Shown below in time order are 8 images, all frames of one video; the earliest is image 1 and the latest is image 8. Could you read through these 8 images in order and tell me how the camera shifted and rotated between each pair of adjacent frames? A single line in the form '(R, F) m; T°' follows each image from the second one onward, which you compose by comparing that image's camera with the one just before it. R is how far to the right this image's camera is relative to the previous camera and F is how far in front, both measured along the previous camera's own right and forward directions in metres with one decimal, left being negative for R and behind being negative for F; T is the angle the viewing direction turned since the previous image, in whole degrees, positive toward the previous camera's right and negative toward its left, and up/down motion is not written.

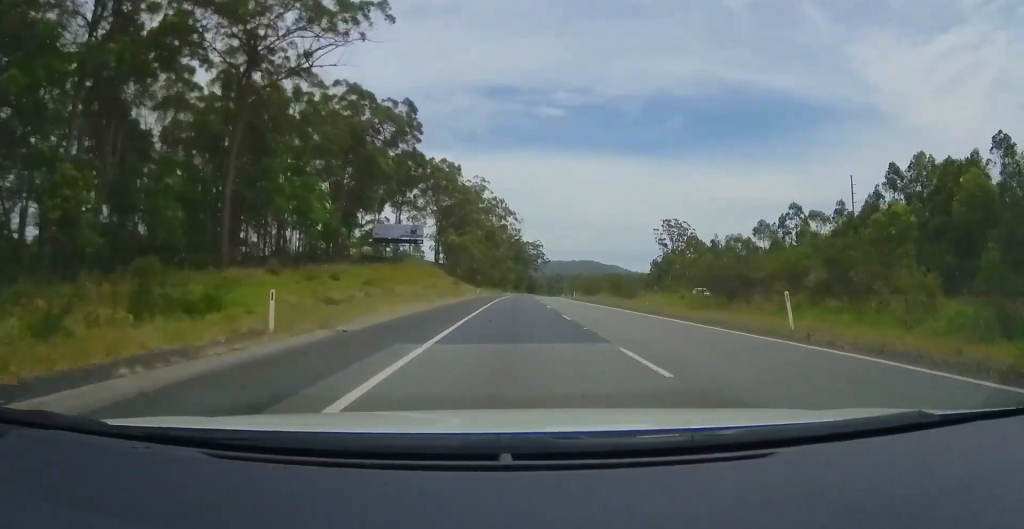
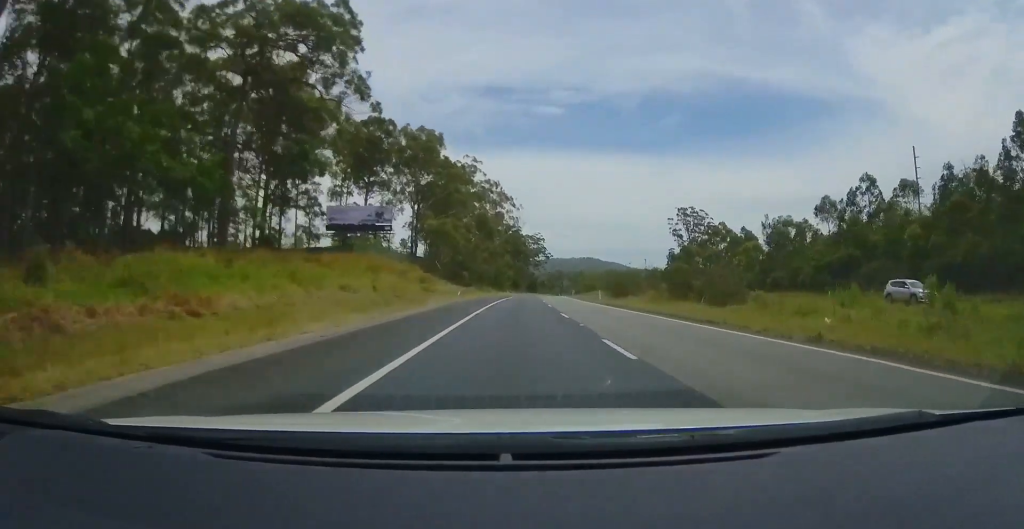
(-0.3, +22.5) m; 0°
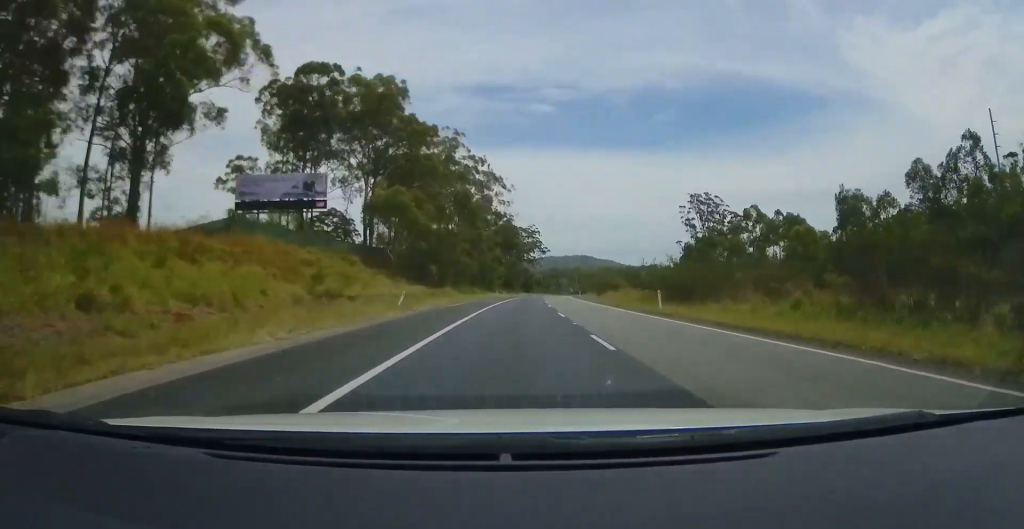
(0.0, +22.5) m; 0°
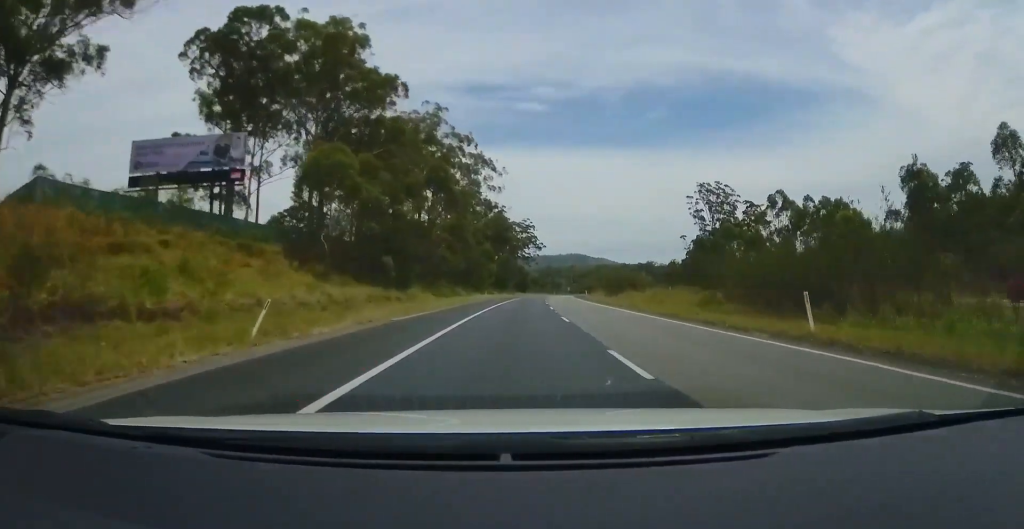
(+0.2, +15.3) m; 0°
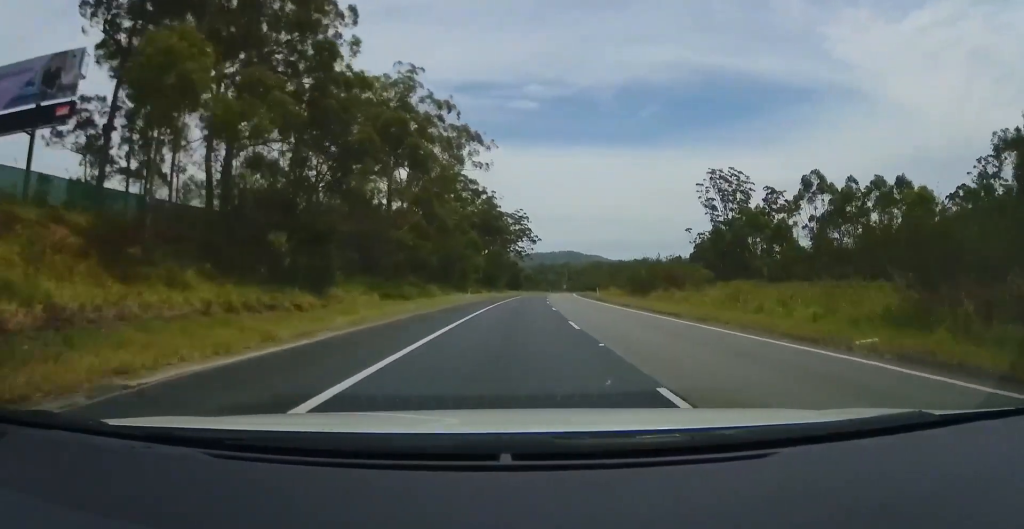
(-0.1, +15.4) m; 0°
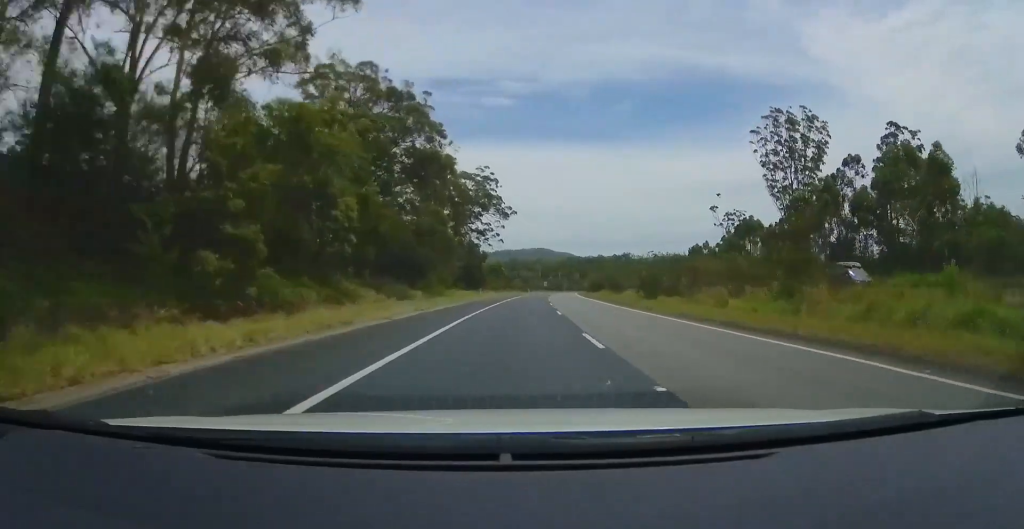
(+1.2, +52.3) m; +3°
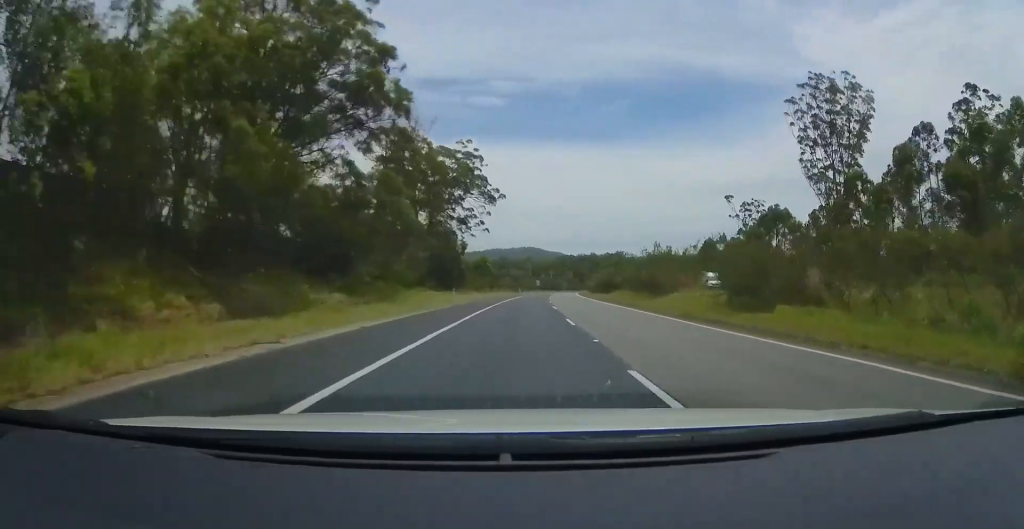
(+0.2, +17.9) m; +1°
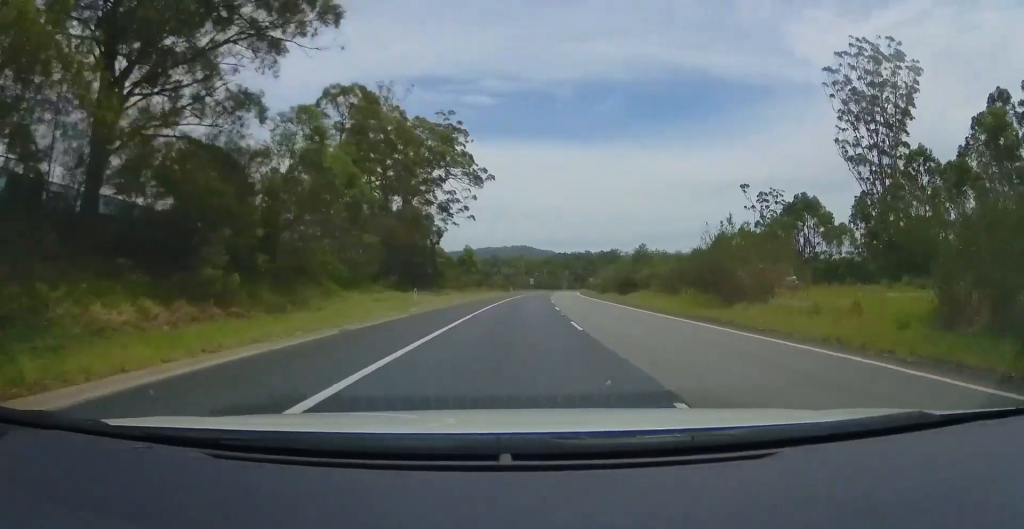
(+0.1, +14.4) m; +1°
